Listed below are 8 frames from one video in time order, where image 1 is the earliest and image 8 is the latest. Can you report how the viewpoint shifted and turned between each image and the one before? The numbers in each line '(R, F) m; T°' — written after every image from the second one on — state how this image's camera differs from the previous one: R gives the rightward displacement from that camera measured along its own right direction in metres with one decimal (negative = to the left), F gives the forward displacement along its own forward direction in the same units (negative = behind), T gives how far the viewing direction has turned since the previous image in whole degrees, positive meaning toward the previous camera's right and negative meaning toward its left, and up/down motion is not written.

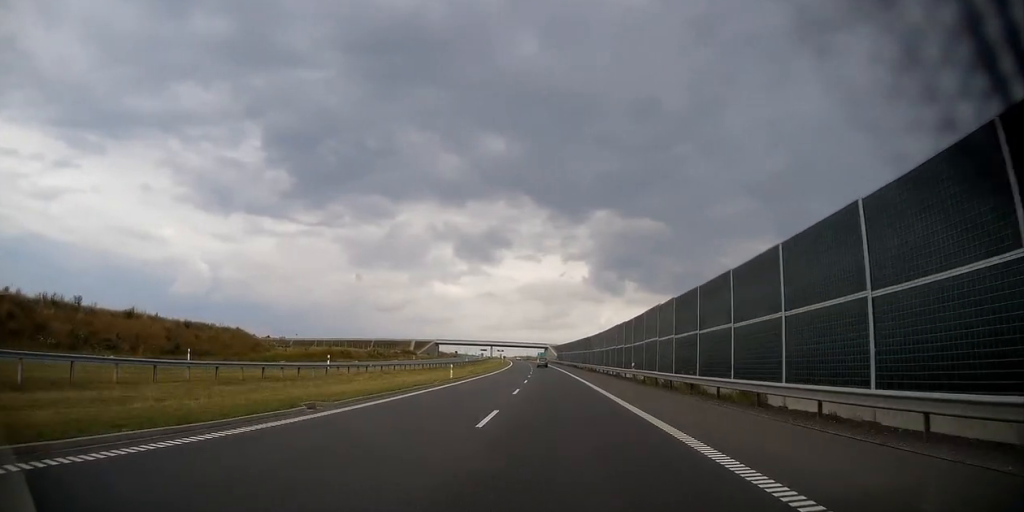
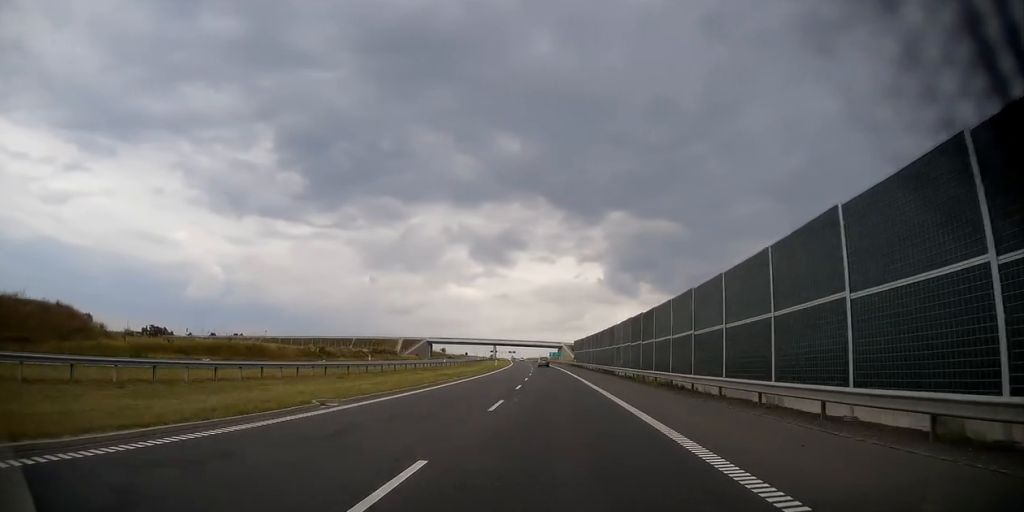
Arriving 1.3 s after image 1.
(-0.6, +44.1) m; -1°
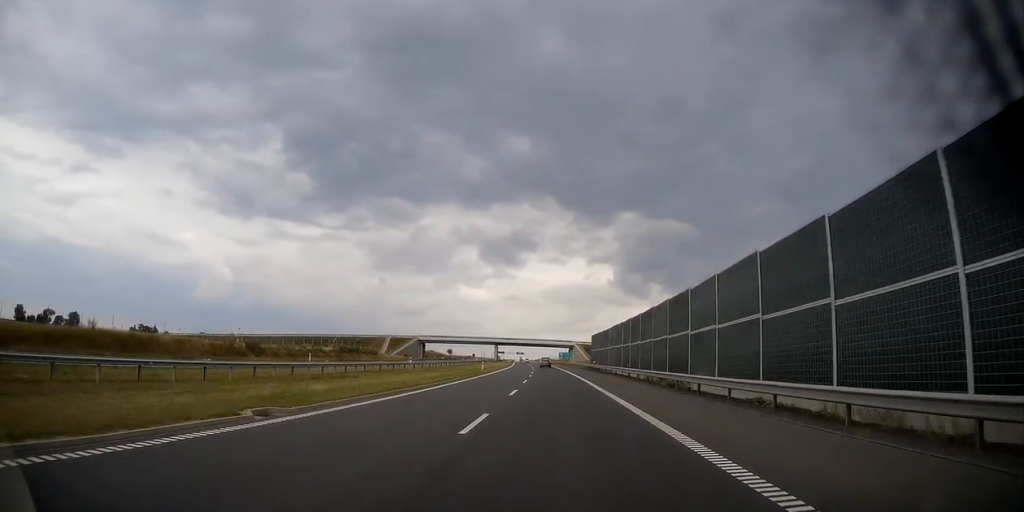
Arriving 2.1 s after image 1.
(-0.1, +28.9) m; -1°
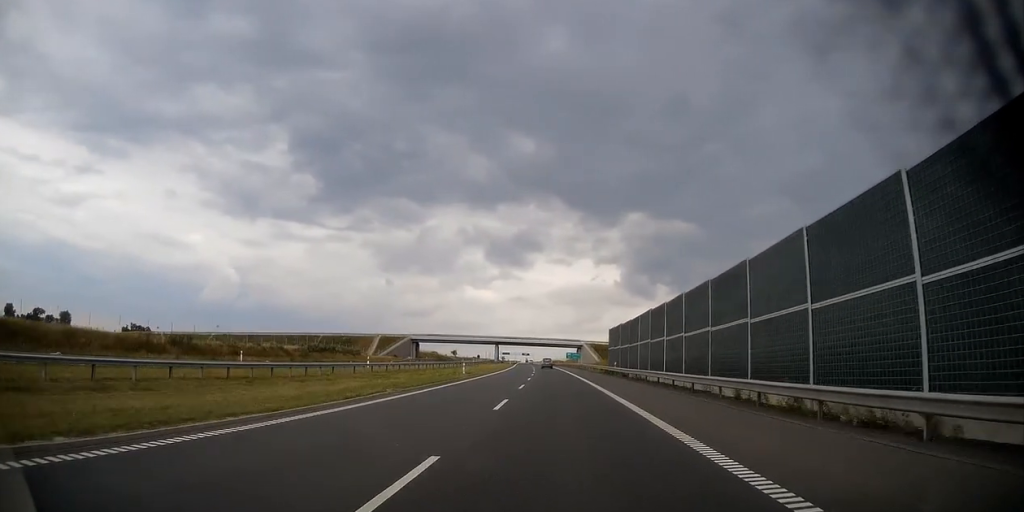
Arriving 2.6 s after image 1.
(0.0, +18.5) m; -1°
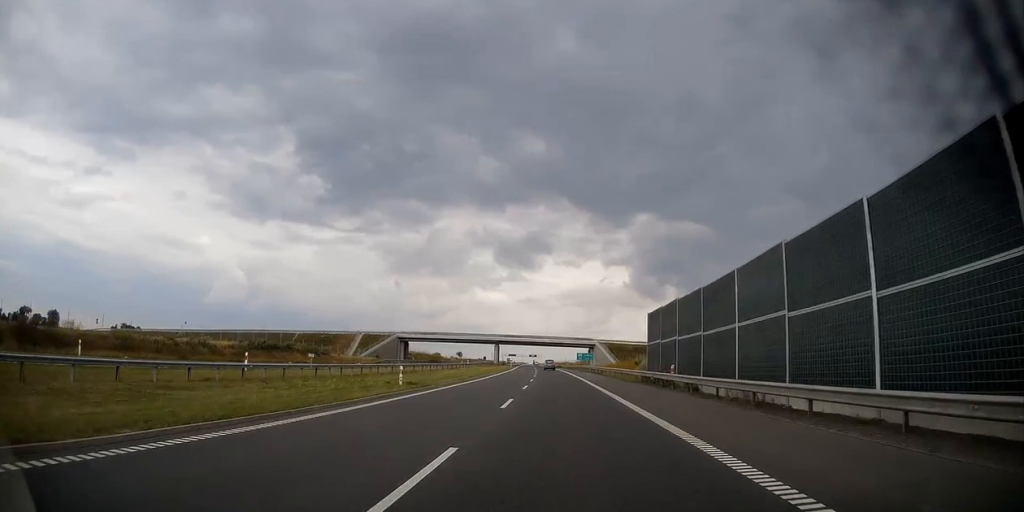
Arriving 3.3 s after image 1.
(-0.2, +23.1) m; -1°
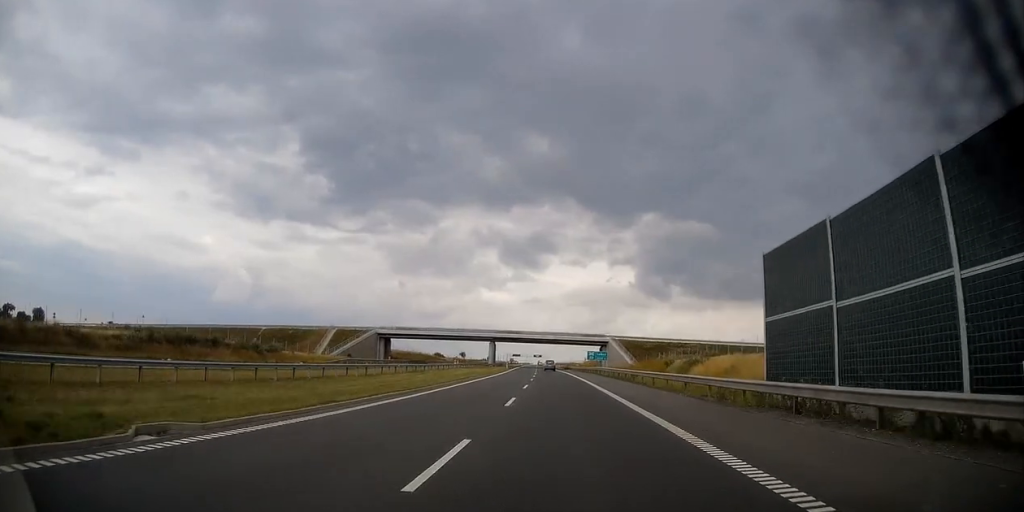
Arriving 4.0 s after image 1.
(-0.2, +23.1) m; -1°
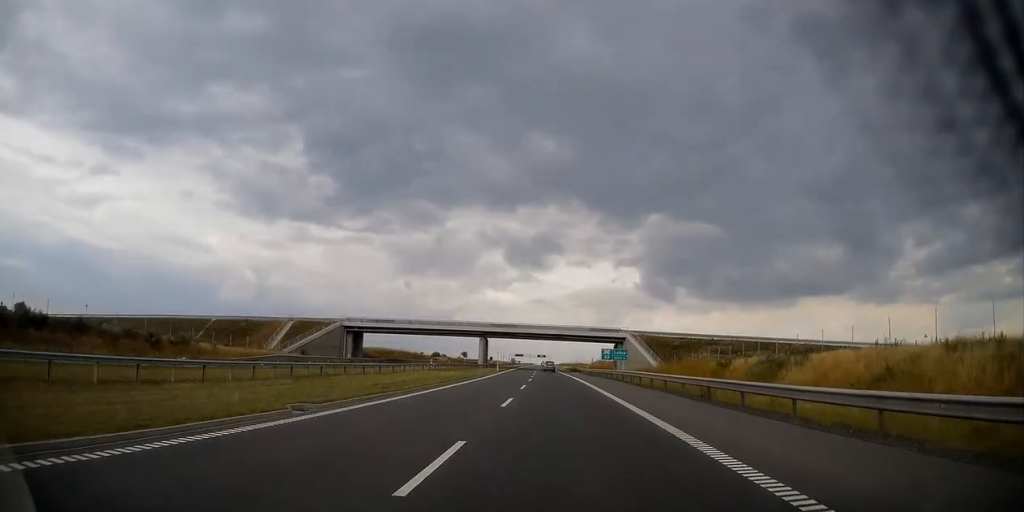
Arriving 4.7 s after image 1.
(-0.1, +24.3) m; -1°
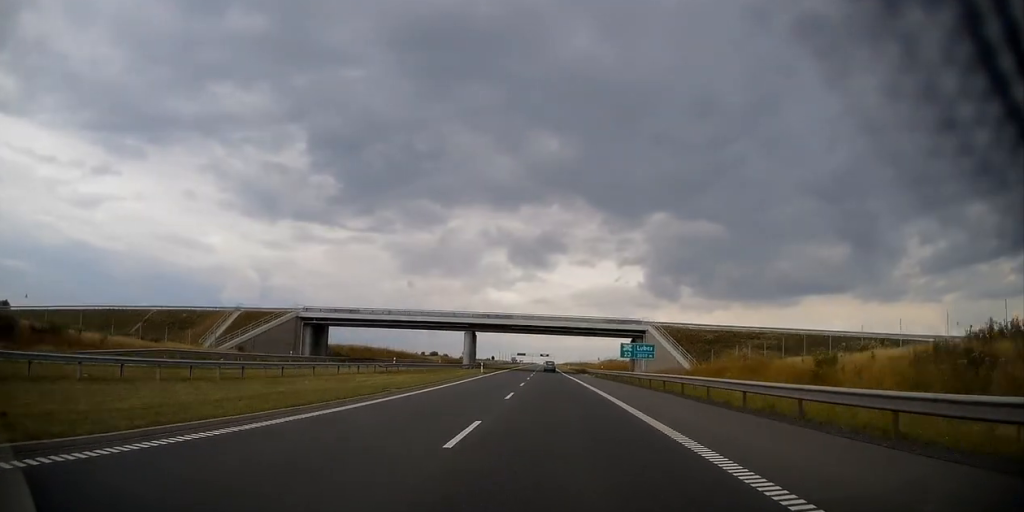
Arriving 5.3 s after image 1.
(-0.2, +20.8) m; 0°
